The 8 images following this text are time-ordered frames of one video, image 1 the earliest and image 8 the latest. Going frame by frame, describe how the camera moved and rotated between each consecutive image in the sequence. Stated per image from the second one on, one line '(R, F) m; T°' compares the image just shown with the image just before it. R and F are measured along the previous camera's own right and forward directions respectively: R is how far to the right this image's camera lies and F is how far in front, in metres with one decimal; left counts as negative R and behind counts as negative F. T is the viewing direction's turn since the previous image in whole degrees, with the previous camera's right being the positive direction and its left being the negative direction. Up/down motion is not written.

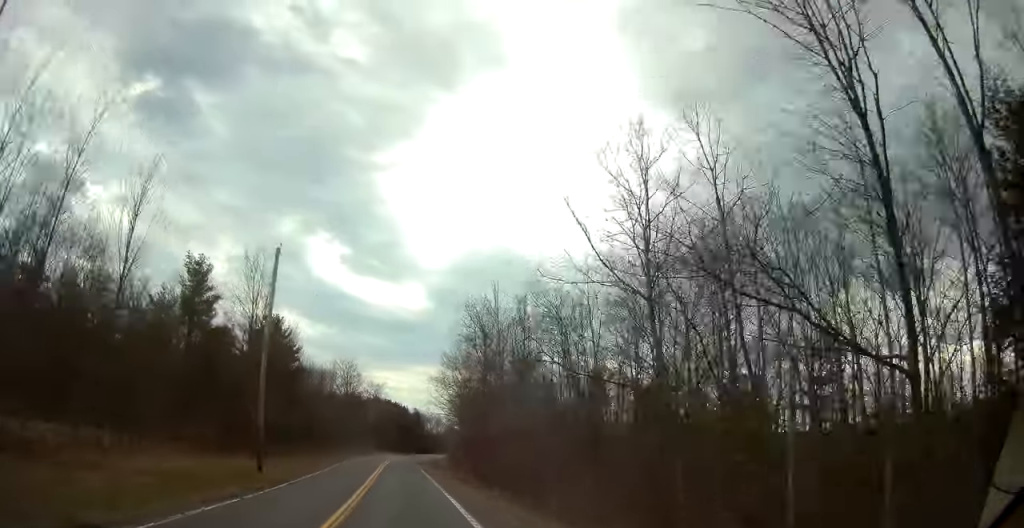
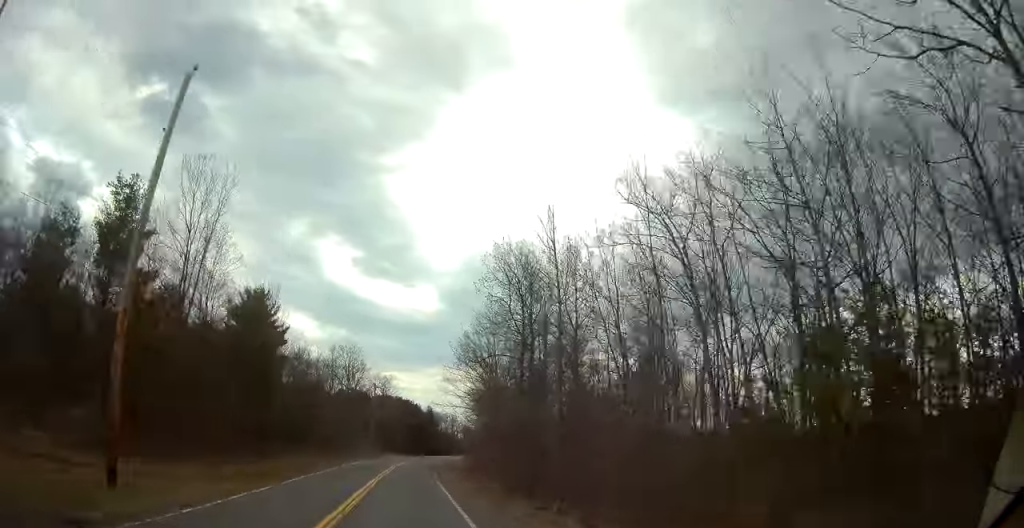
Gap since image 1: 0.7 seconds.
(0.0, +16.5) m; -1°
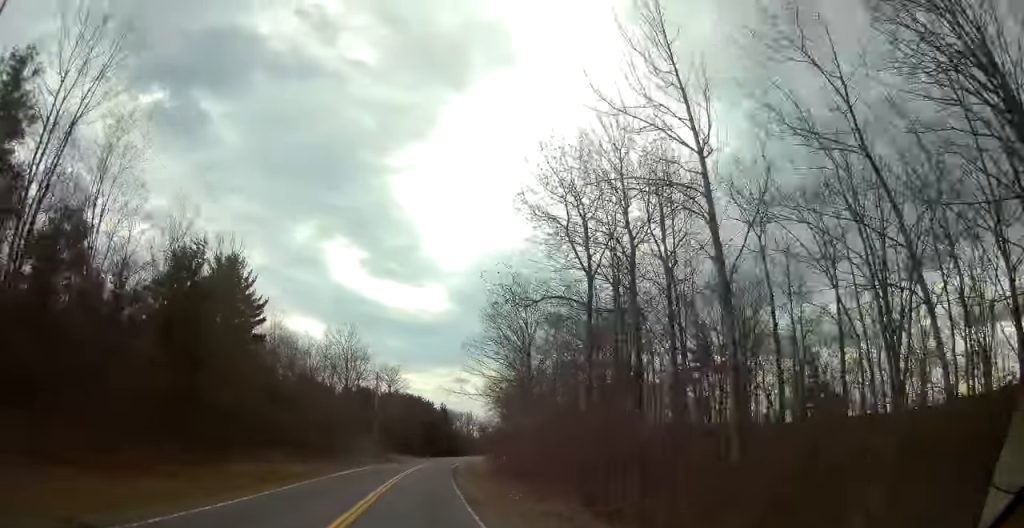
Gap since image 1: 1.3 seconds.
(-0.3, +15.7) m; -1°
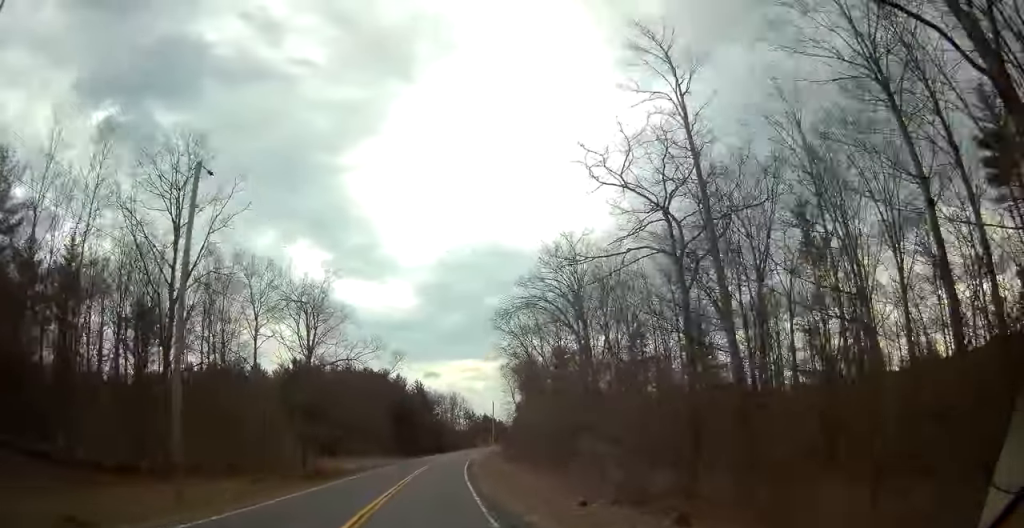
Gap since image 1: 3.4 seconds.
(+0.2, +53.3) m; +2°
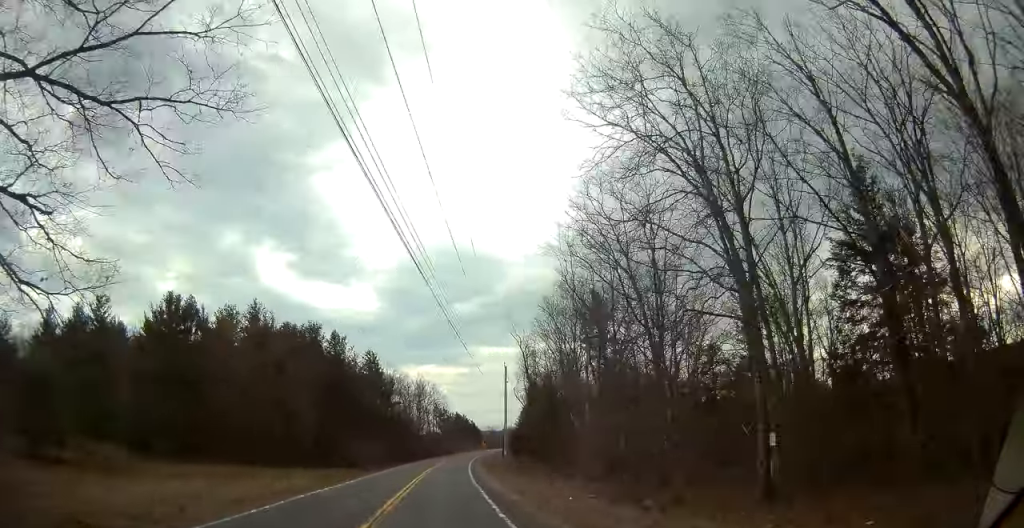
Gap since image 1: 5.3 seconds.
(+1.2, +45.9) m; +3°
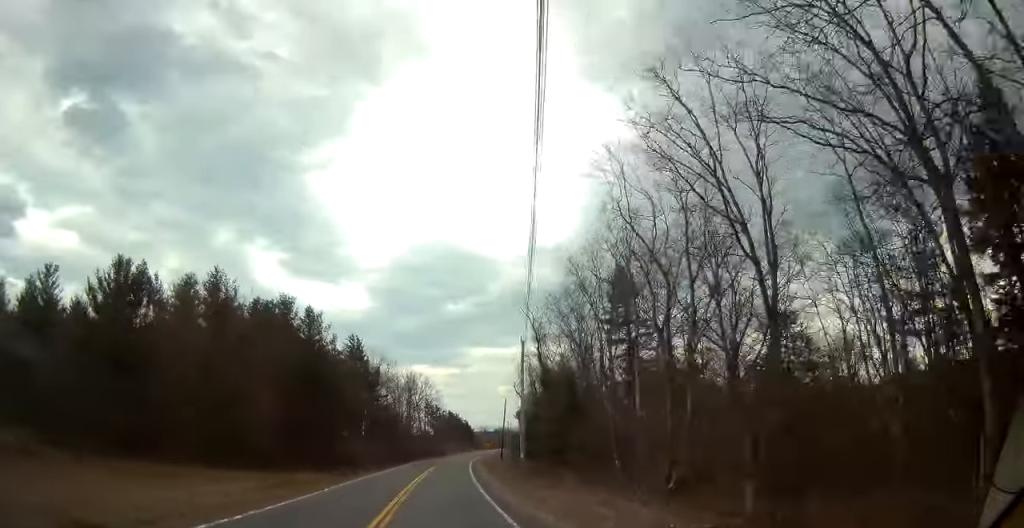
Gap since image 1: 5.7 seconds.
(+0.1, +11.7) m; +1°
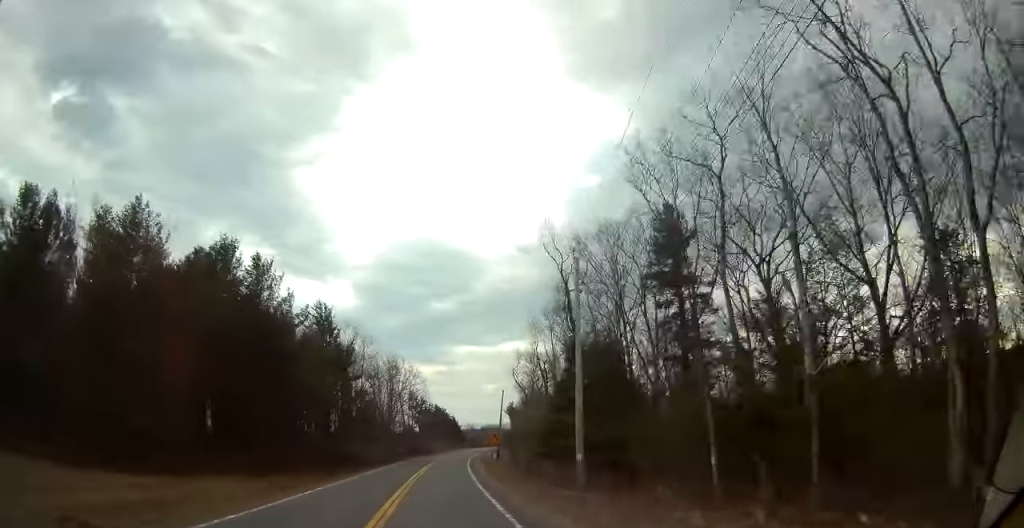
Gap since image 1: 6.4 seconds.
(+0.1, +15.9) m; +1°
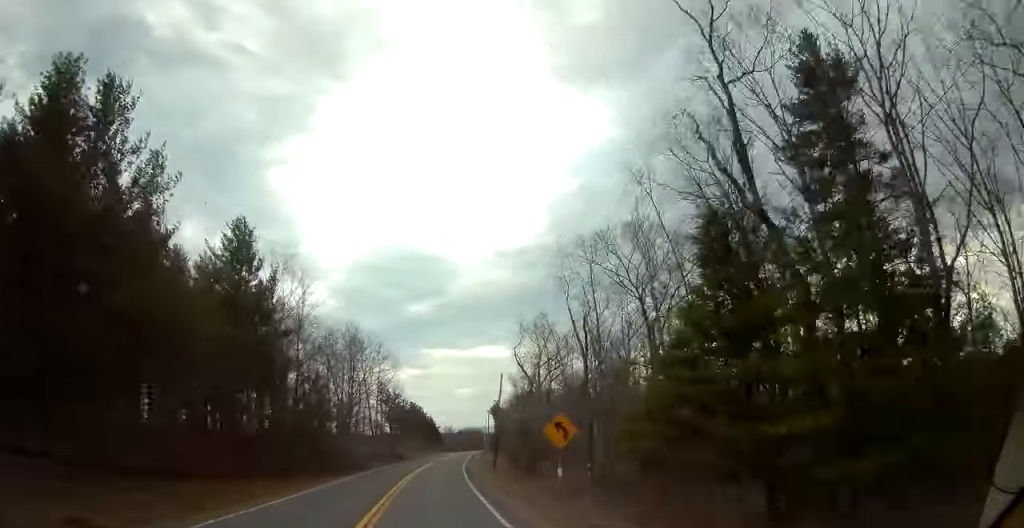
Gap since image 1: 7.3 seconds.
(+0.6, +24.5) m; +3°
